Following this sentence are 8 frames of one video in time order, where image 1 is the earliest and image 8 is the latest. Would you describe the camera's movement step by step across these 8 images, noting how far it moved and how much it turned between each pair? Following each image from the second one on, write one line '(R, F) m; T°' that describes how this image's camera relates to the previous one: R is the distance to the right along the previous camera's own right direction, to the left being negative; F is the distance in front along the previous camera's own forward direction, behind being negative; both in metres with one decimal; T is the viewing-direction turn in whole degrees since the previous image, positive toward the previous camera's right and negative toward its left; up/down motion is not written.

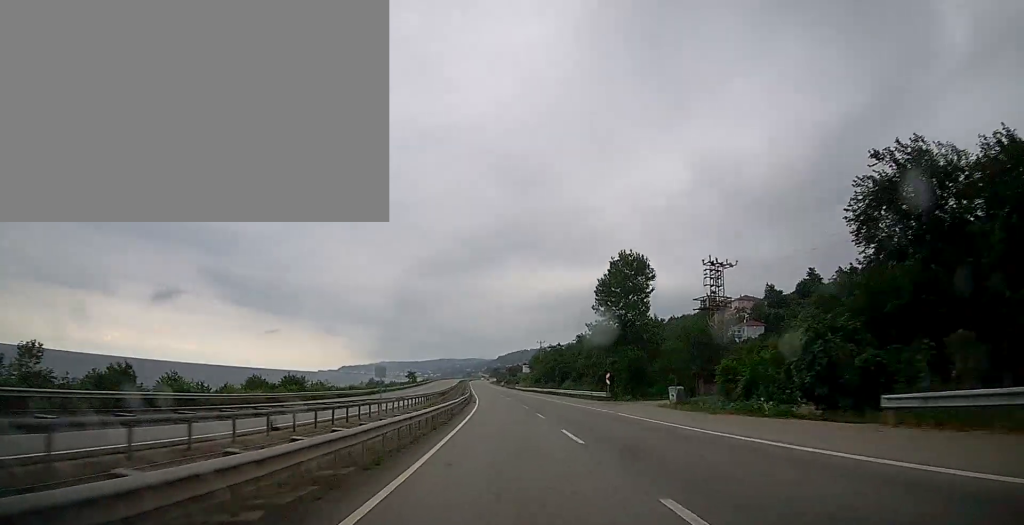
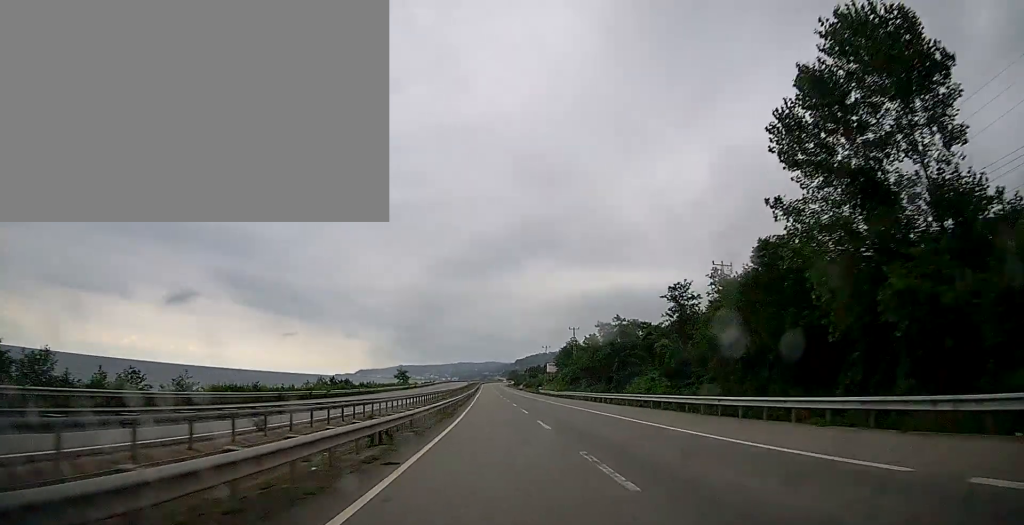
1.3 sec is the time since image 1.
(-0.8, +41.7) m; -2°
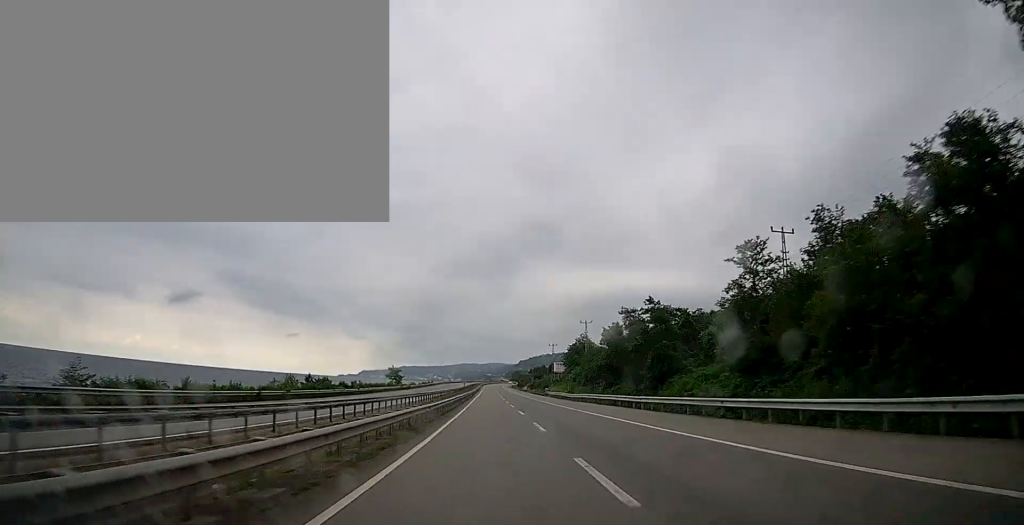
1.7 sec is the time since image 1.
(-0.1, +12.8) m; 0°
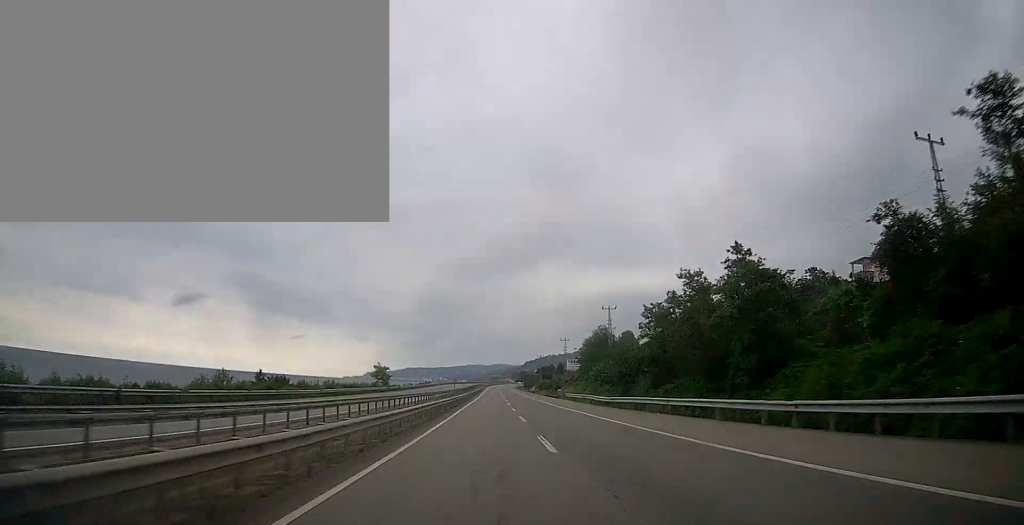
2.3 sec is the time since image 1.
(0.0, +18.1) m; 0°
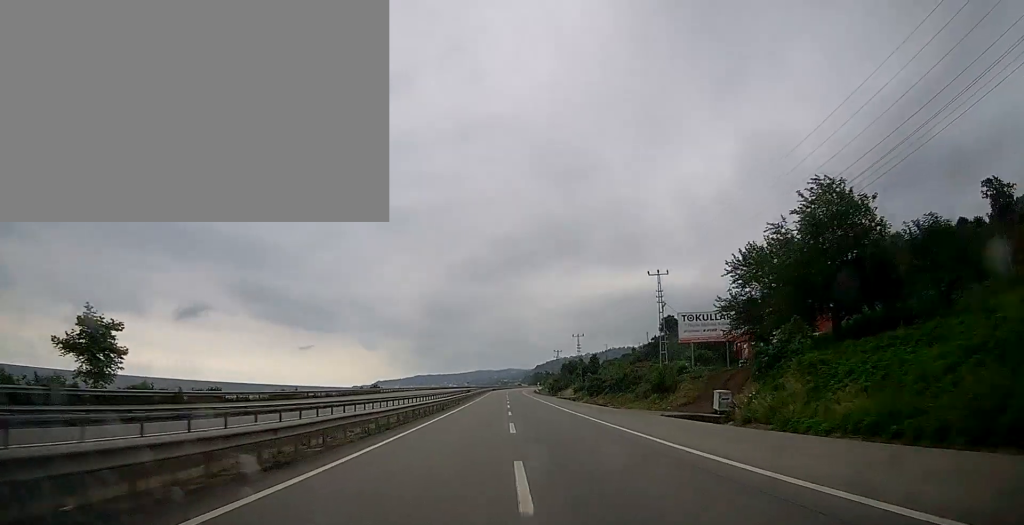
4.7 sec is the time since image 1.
(-2.4, +77.6) m; -2°
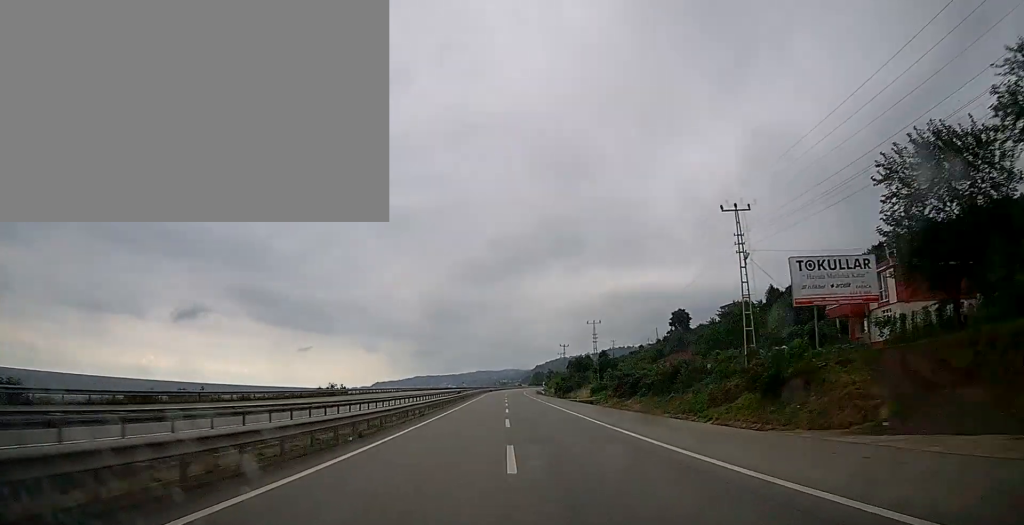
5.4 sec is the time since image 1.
(+0.2, +20.5) m; 0°
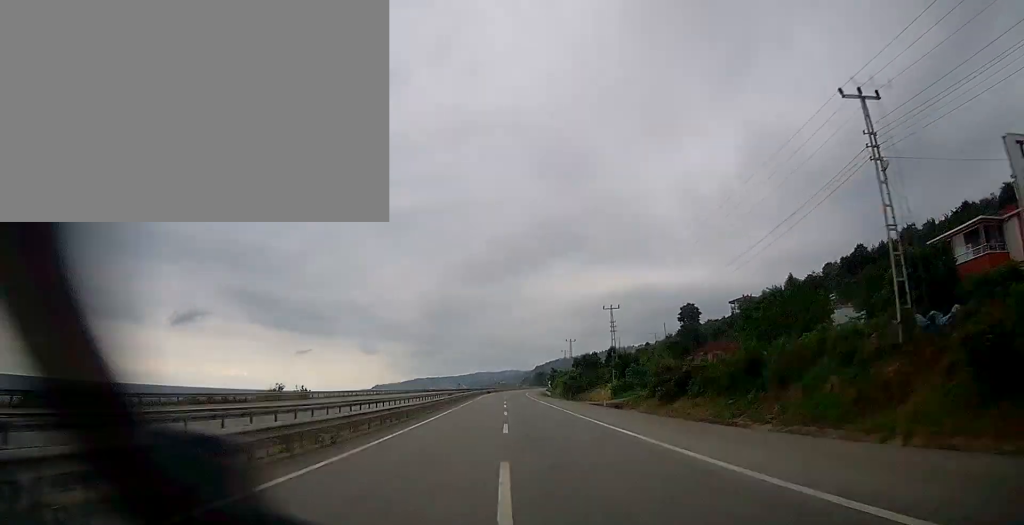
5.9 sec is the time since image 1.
(0.0, +15.2) m; 0°
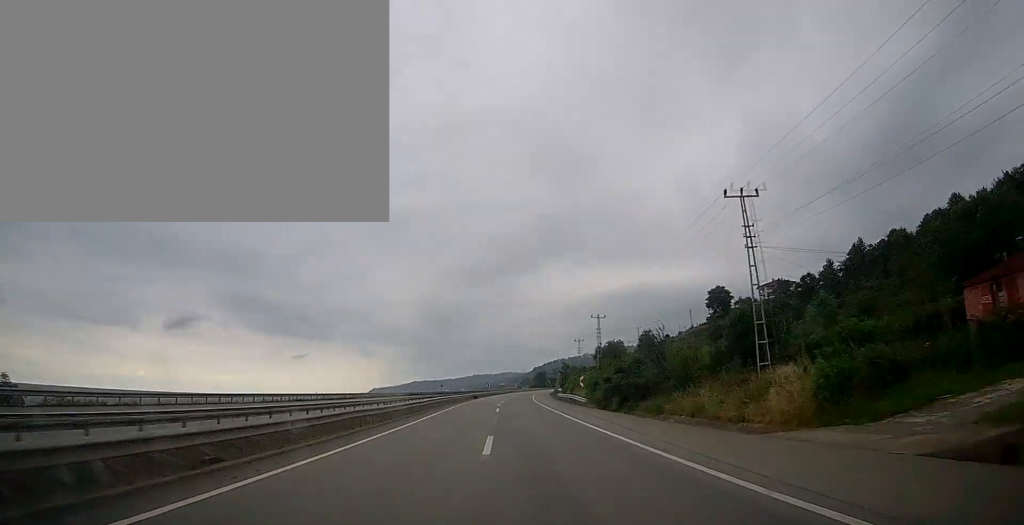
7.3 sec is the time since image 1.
(-0.1, +41.1) m; 0°
